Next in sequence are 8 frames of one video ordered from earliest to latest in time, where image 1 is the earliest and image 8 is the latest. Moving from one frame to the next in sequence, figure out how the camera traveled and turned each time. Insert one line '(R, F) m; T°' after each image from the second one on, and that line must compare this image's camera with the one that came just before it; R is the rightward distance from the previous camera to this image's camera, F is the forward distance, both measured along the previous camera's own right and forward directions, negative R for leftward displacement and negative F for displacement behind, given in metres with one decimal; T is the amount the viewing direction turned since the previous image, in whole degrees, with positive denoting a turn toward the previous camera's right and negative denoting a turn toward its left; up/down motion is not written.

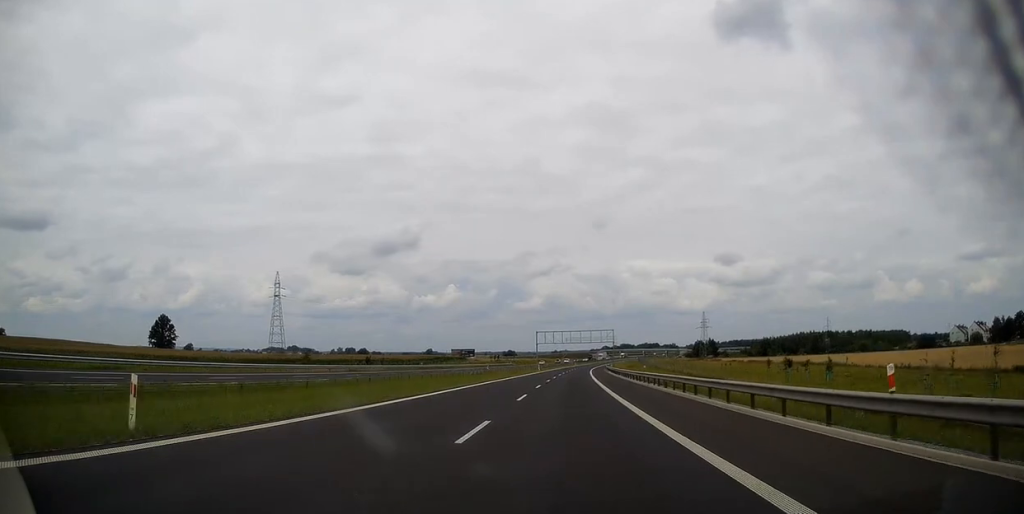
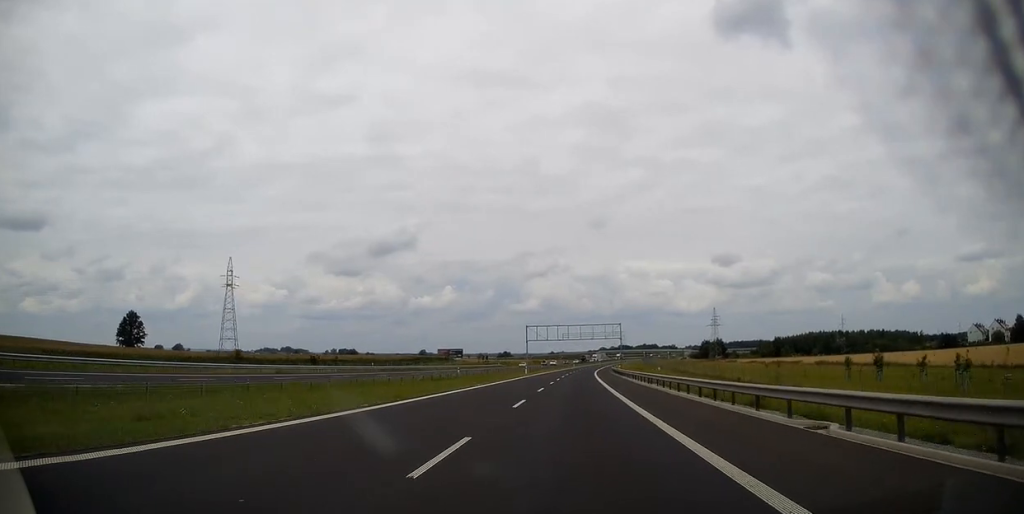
(+0.1, +26.9) m; 0°
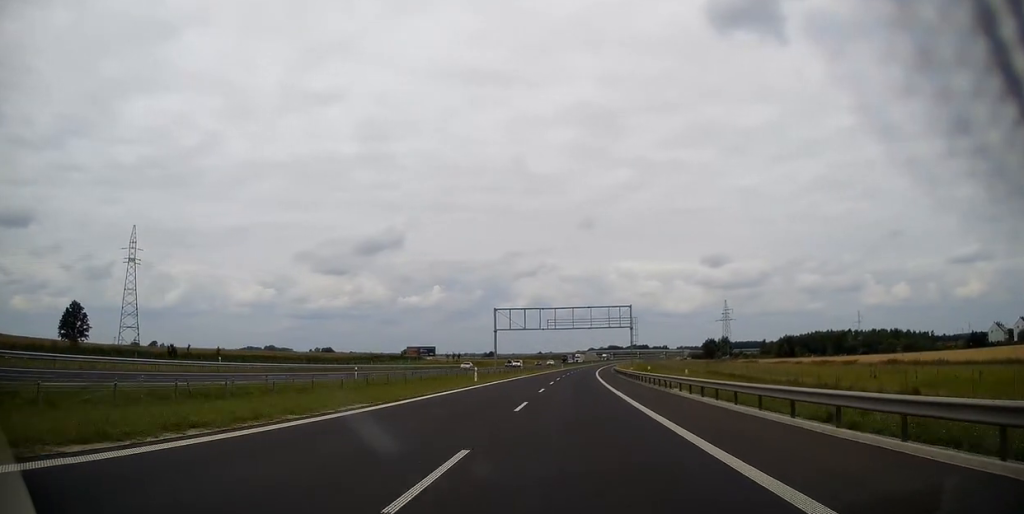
(+0.2, +37.4) m; +1°
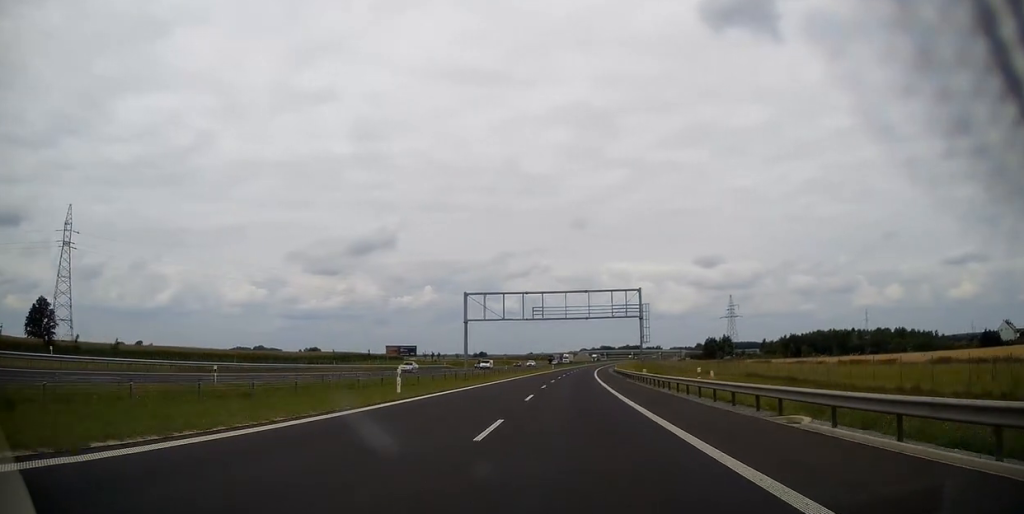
(+0.2, +18.7) m; +1°
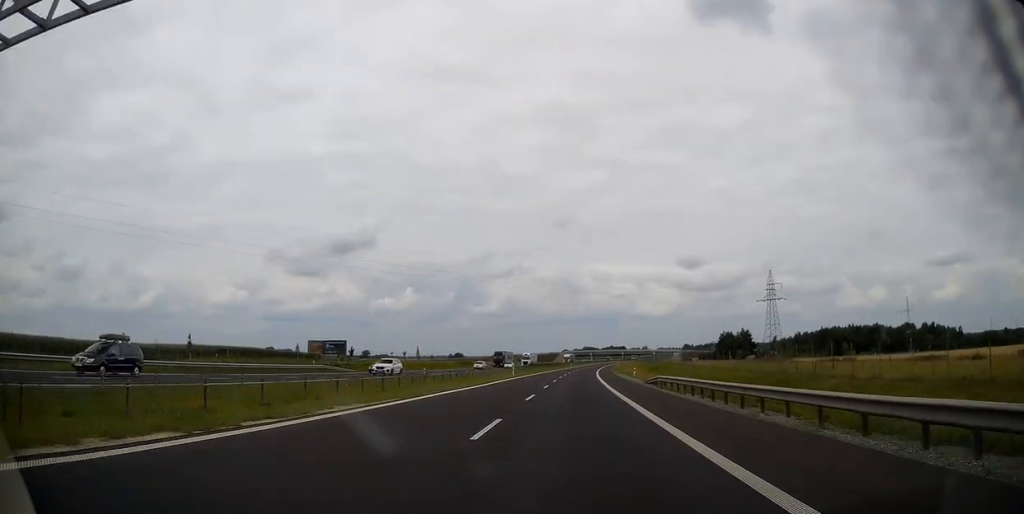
(+0.8, +58.4) m; +2°
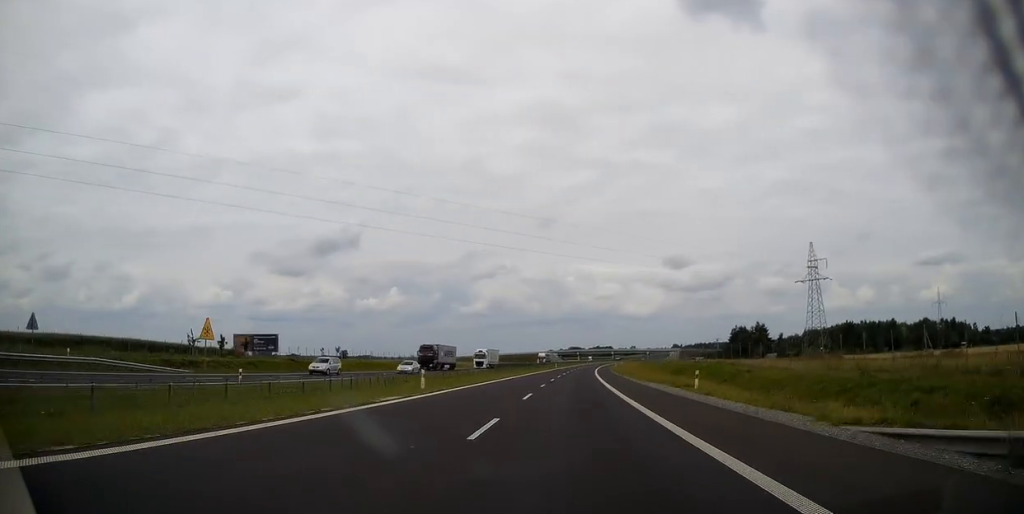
(+0.4, +36.1) m; +1°
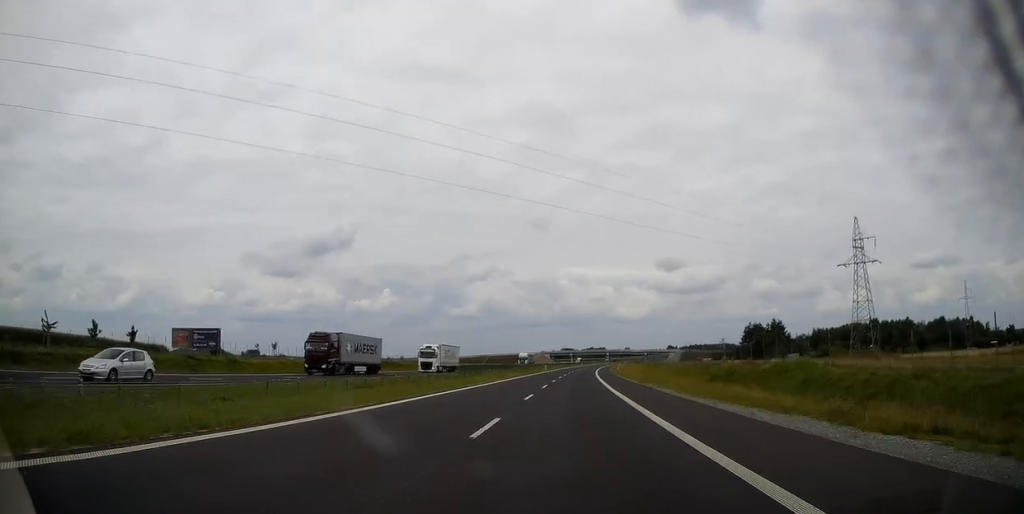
(+0.2, +23.2) m; +1°
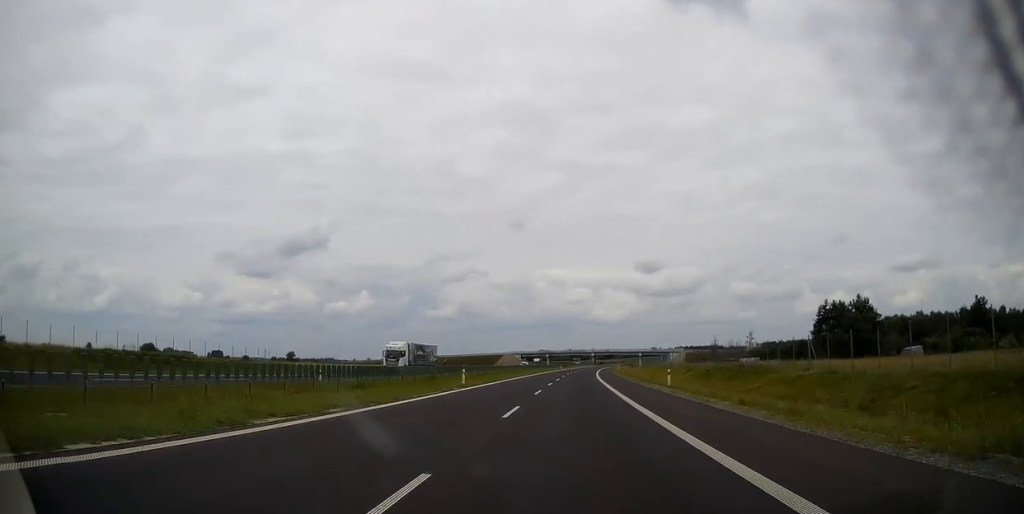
(+1.2, +67.3) m; +2°
